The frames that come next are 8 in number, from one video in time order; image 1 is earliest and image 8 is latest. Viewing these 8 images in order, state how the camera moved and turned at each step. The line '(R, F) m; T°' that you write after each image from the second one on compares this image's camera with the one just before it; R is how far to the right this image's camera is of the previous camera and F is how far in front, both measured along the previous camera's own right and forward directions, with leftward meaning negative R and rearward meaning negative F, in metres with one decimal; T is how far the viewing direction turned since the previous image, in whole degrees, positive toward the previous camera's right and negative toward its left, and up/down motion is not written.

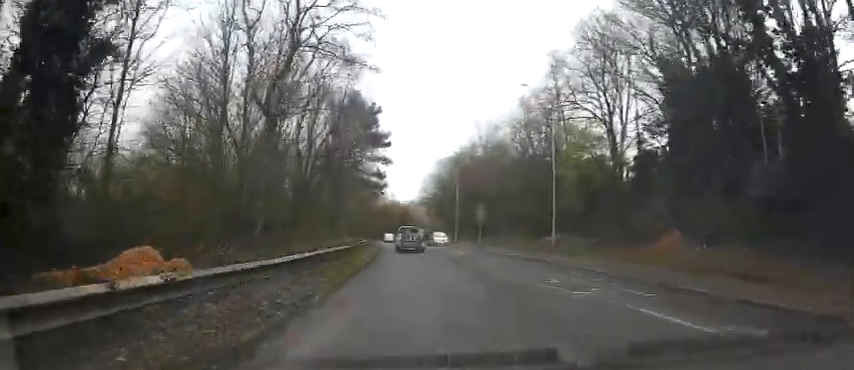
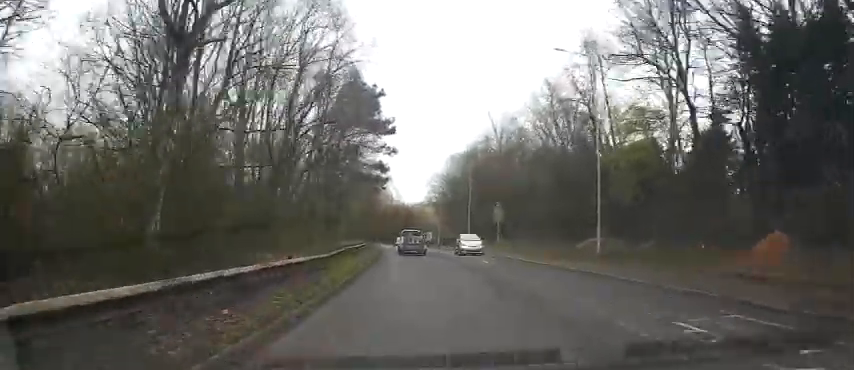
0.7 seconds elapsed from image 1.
(+0.1, +6.9) m; -7°
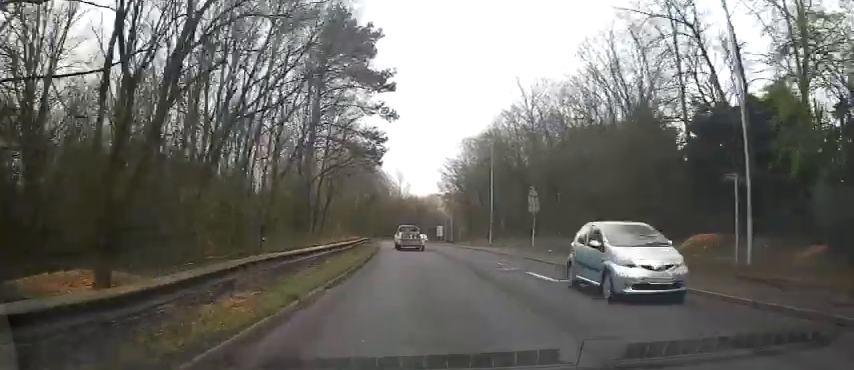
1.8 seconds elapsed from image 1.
(-1.6, +11.8) m; -10°
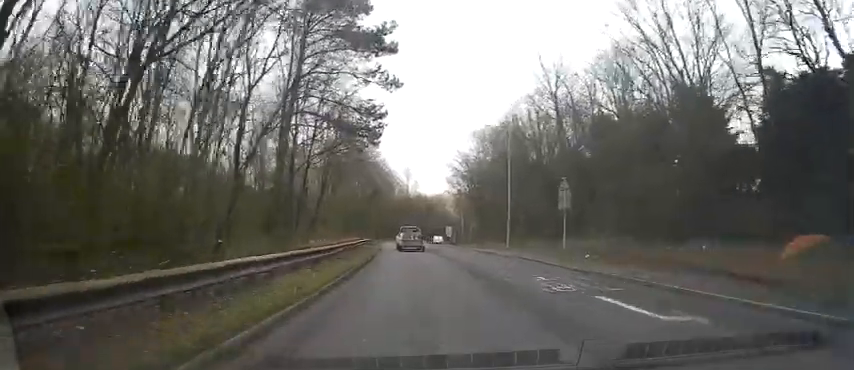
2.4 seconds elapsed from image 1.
(-0.1, +6.1) m; -1°
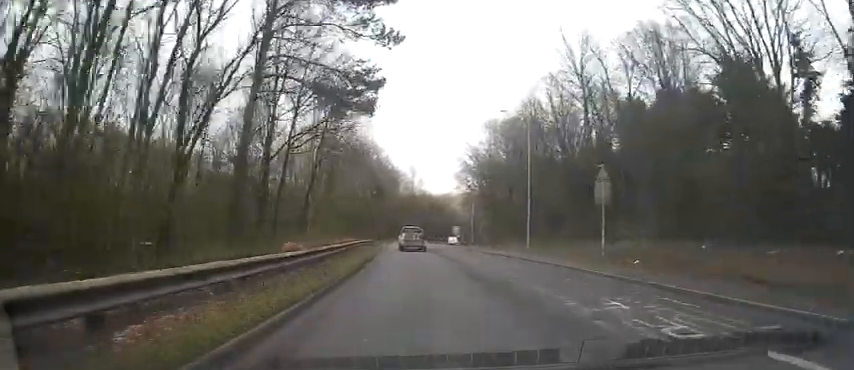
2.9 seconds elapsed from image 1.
(+0.1, +5.7) m; -1°
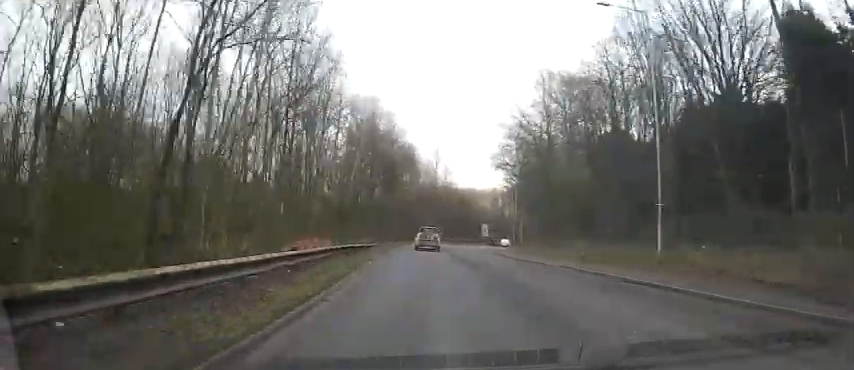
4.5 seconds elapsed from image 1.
(-0.5, +19.5) m; -2°
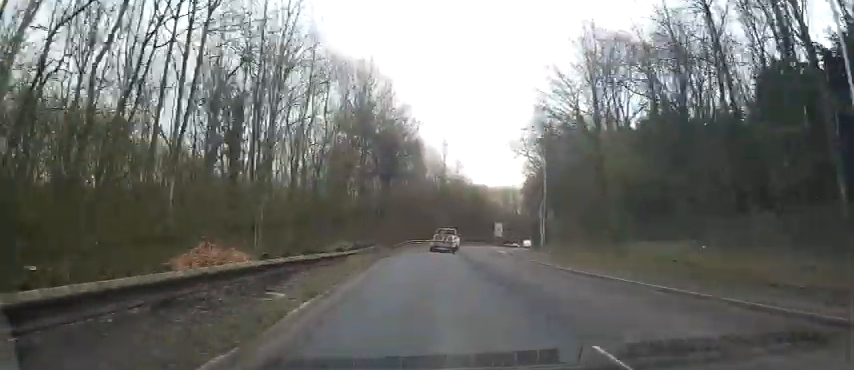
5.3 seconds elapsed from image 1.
(-0.1, +10.6) m; 0°
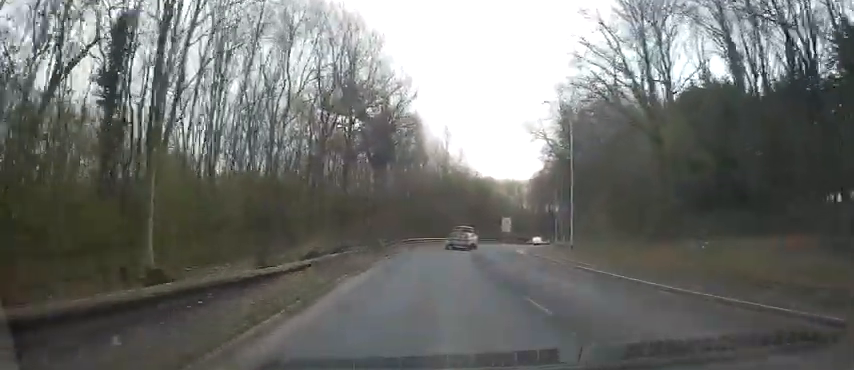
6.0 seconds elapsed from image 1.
(-0.3, +8.1) m; +1°
